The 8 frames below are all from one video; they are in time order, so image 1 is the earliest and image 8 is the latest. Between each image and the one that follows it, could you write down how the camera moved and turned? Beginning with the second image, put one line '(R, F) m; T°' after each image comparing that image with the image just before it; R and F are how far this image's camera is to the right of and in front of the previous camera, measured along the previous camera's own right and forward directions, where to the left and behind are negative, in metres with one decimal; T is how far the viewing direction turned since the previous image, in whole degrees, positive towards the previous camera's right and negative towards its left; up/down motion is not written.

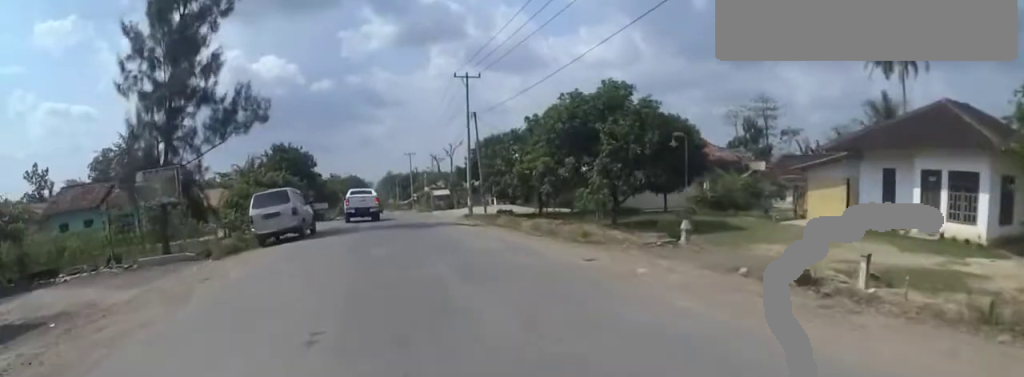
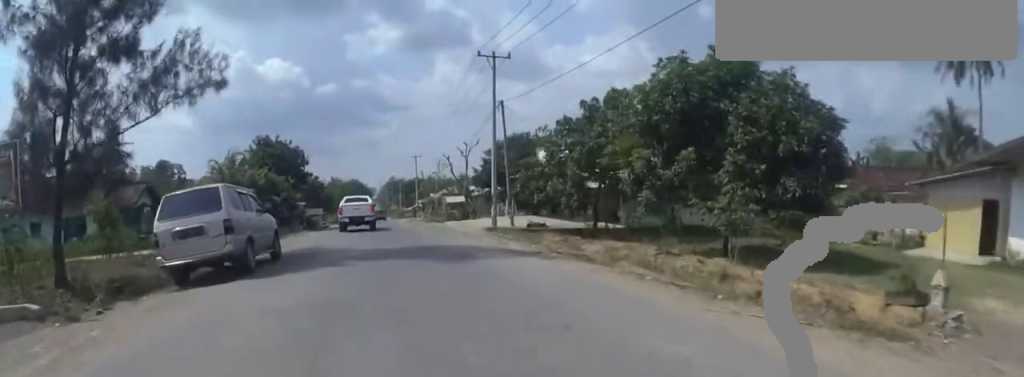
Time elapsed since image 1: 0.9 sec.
(0.0, +6.4) m; 0°
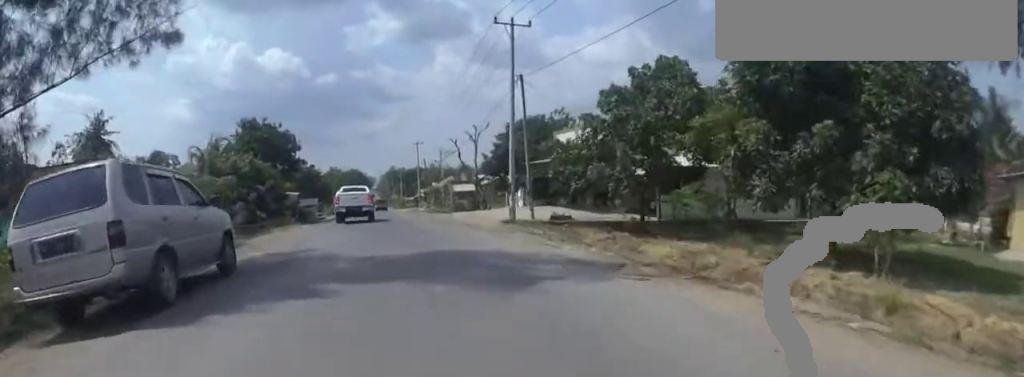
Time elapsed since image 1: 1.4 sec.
(0.0, +3.6) m; 0°
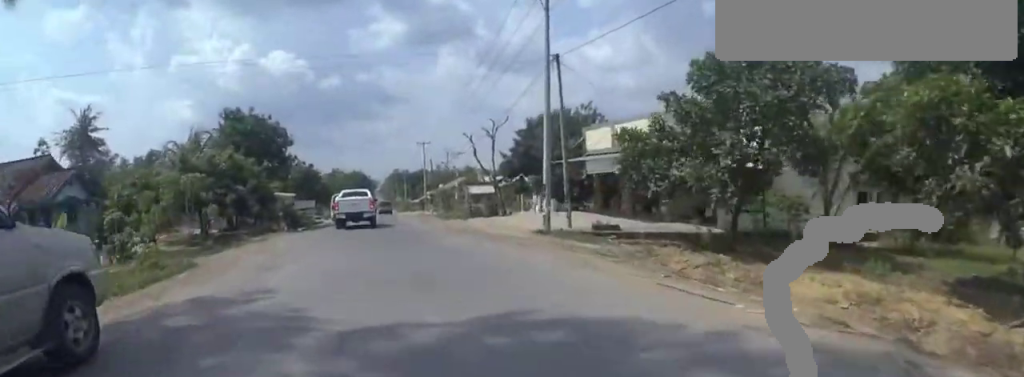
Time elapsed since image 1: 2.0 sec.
(0.0, +4.4) m; 0°
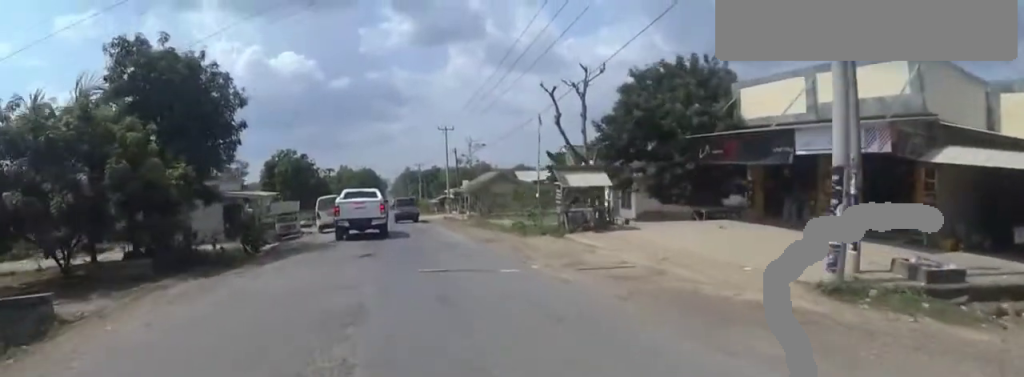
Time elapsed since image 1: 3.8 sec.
(0.0, +12.7) m; 0°
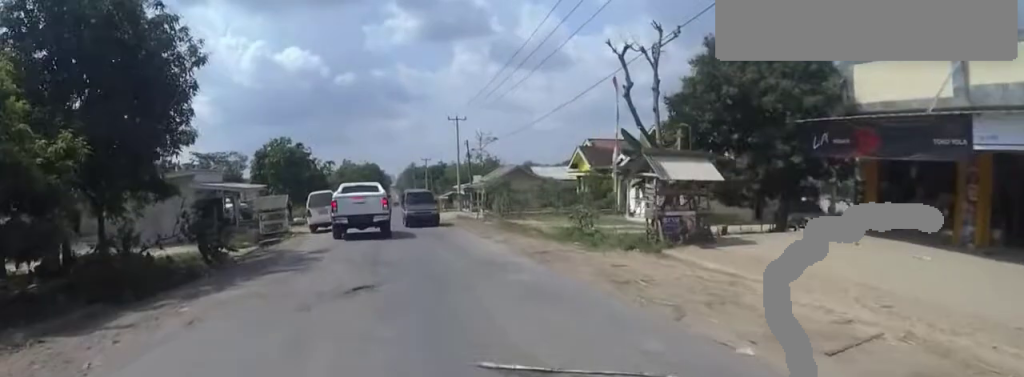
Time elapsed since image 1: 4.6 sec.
(0.0, +4.9) m; 0°
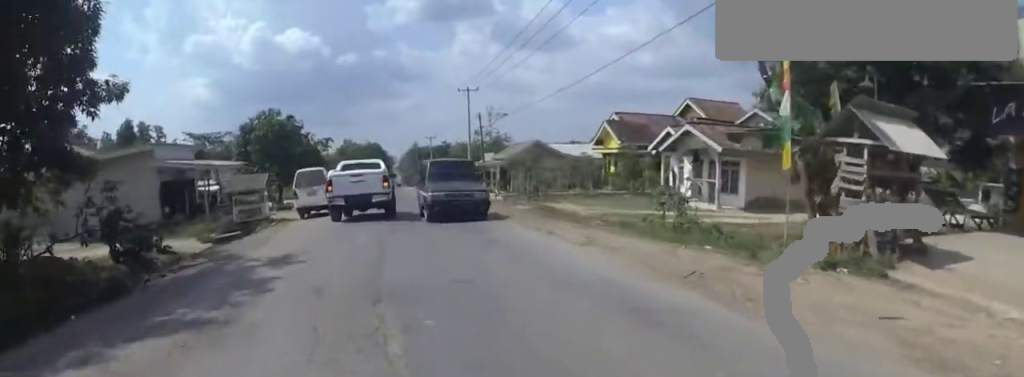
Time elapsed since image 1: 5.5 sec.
(0.0, +4.9) m; 0°
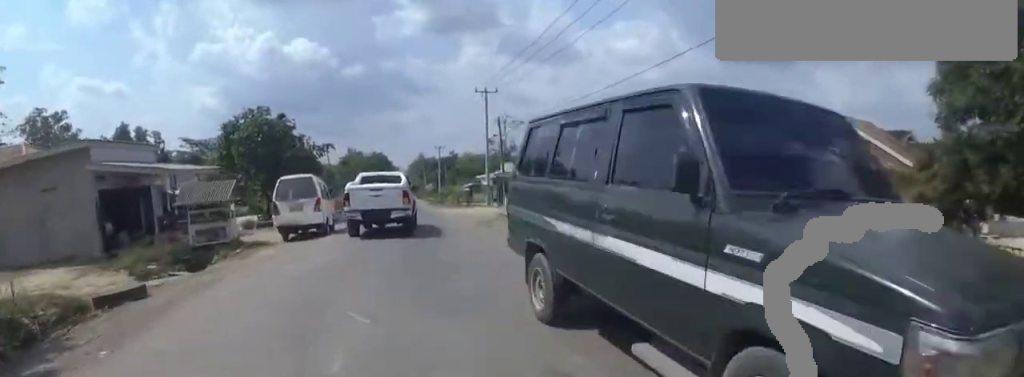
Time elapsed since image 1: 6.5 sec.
(0.0, +5.4) m; 0°
